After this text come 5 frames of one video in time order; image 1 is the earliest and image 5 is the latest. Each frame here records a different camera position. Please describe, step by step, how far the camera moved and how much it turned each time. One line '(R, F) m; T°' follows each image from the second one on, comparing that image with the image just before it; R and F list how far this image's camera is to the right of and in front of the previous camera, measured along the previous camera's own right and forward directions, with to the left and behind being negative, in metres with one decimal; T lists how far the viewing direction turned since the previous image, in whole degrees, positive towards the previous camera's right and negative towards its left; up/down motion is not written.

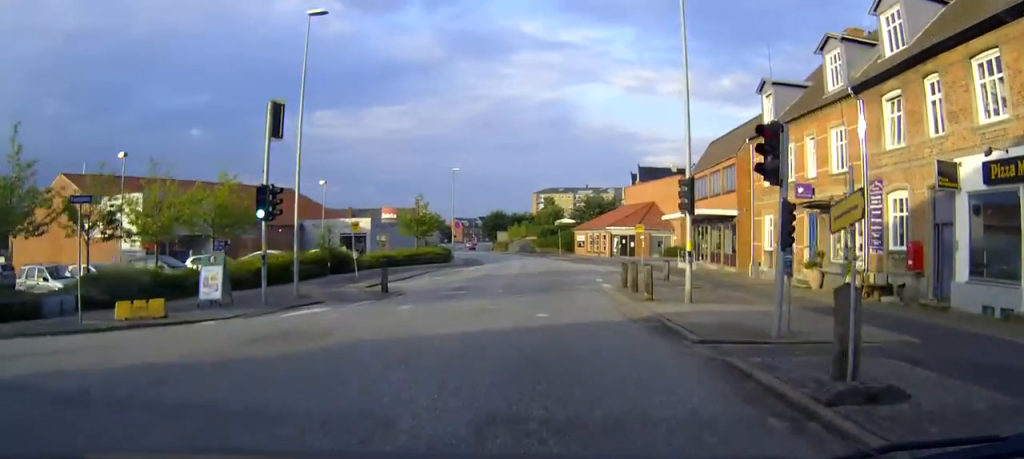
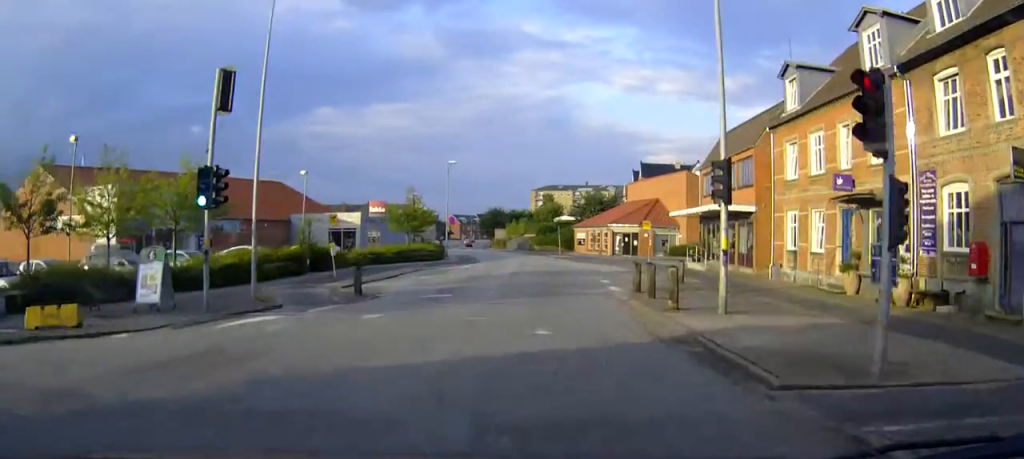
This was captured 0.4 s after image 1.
(0.0, +3.3) m; 0°
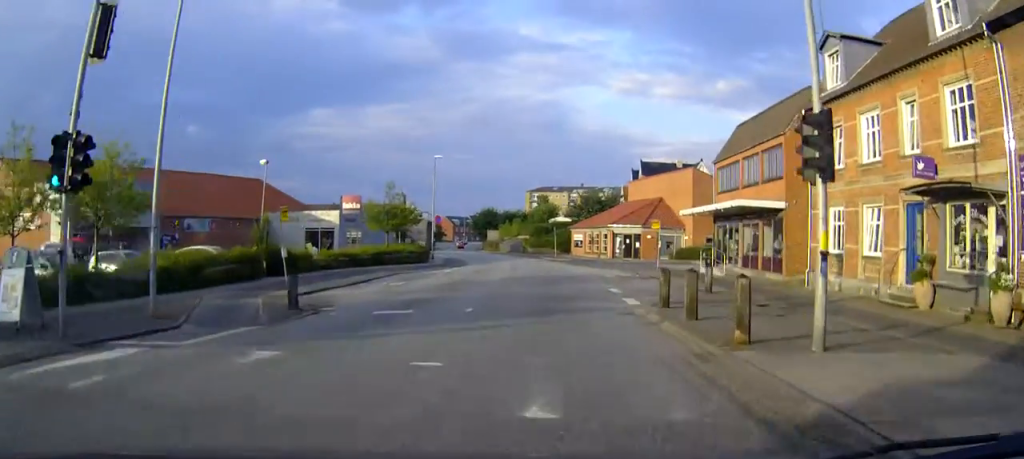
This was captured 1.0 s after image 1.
(0.0, +5.0) m; 0°
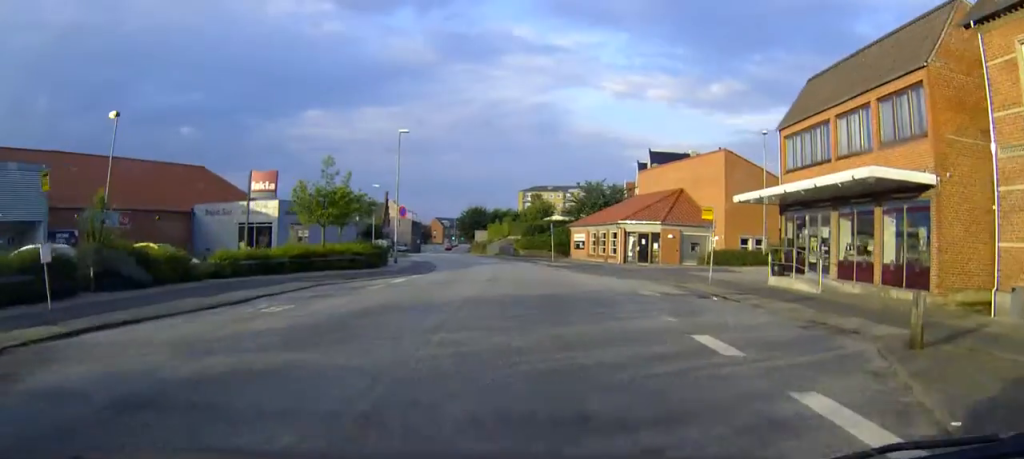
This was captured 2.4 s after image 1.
(0.0, +12.5) m; 0°
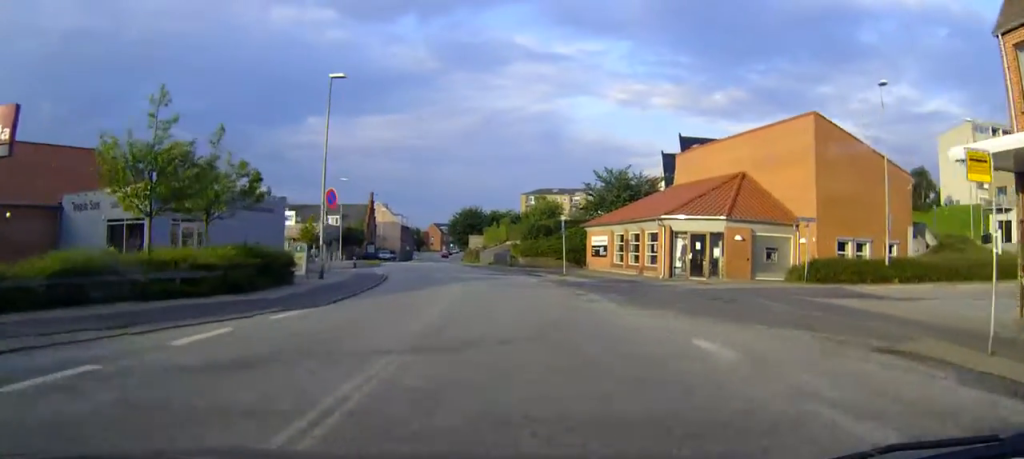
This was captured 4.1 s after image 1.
(0.0, +16.3) m; 0°
